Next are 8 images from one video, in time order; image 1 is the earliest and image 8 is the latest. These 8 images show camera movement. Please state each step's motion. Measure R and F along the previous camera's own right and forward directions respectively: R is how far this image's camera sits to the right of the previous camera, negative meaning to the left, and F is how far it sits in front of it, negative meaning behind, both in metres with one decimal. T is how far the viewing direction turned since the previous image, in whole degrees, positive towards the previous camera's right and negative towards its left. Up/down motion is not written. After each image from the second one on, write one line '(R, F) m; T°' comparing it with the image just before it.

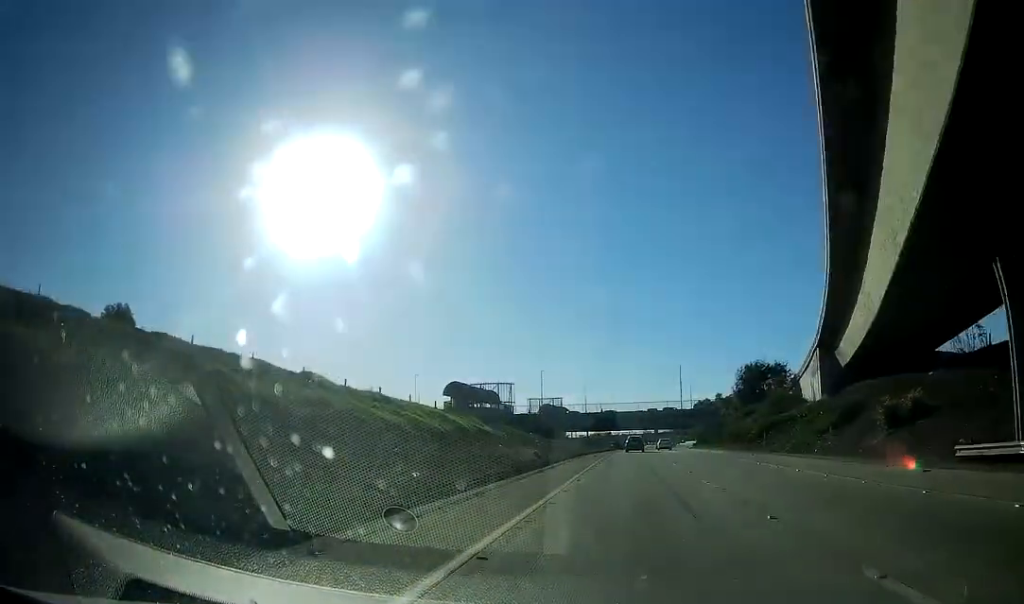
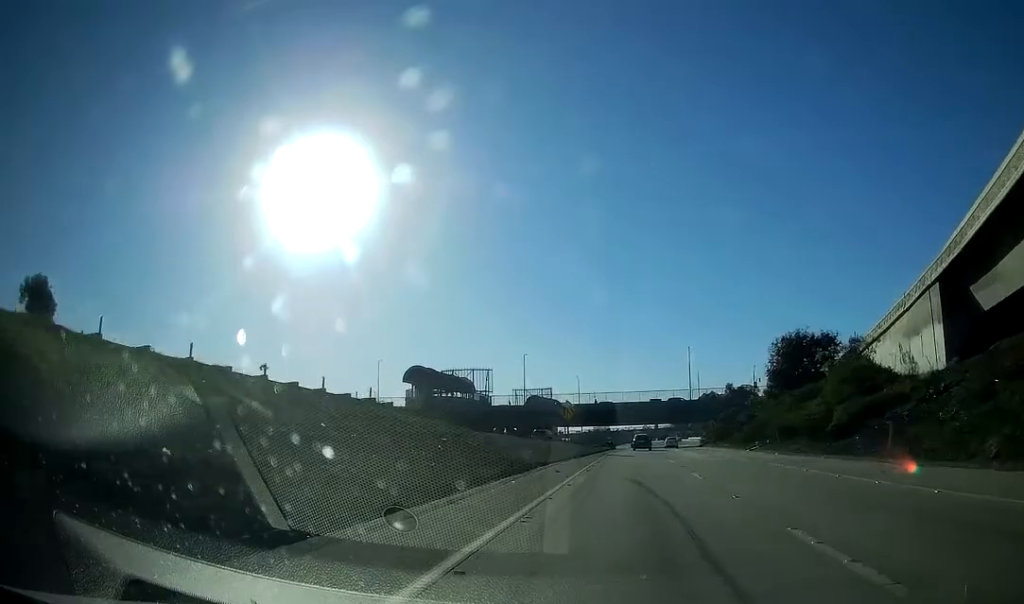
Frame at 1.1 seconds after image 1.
(+0.1, +25.9) m; 0°
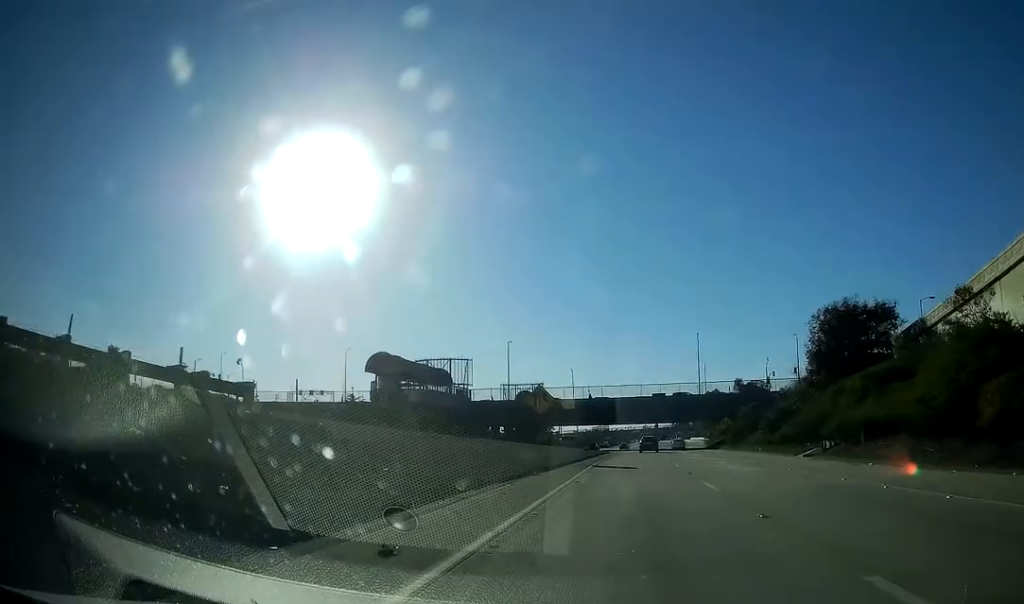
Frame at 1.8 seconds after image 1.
(-0.1, +18.0) m; 0°
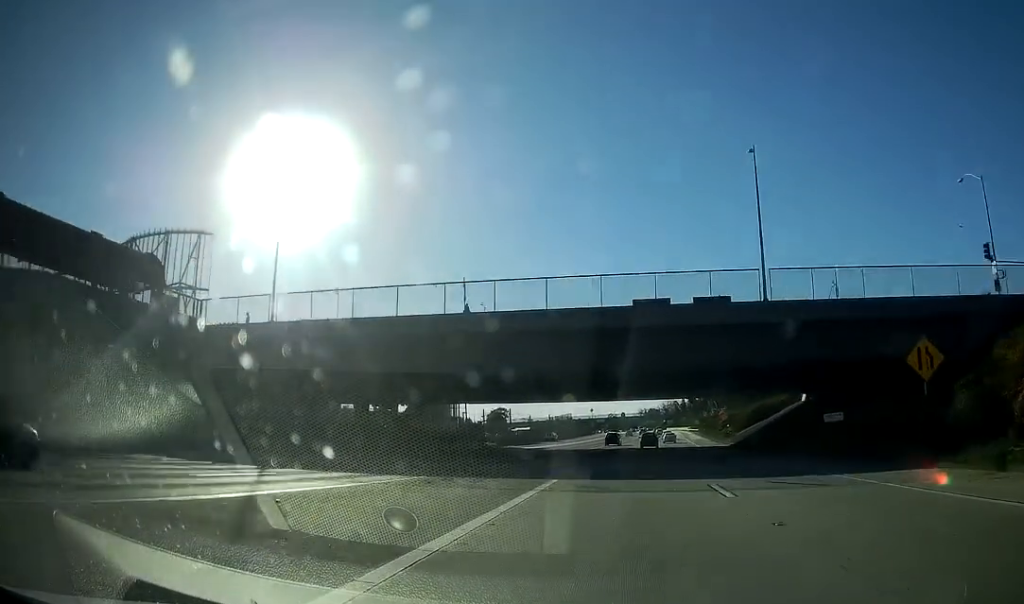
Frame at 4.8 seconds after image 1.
(-1.0, +75.9) m; -1°
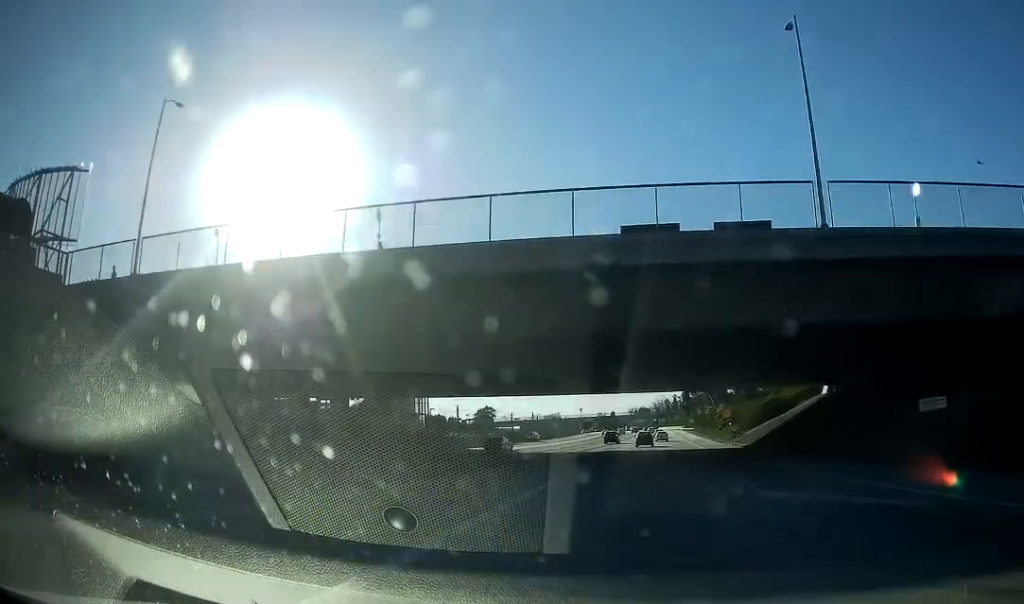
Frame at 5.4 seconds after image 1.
(-0.1, +14.6) m; +1°
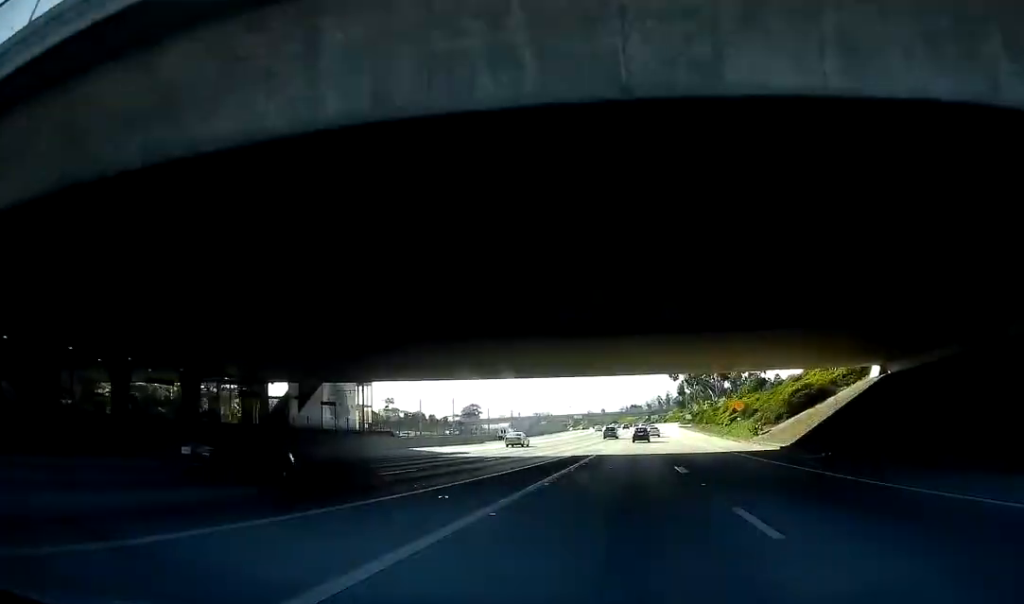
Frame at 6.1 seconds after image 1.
(+0.6, +19.9) m; +1°
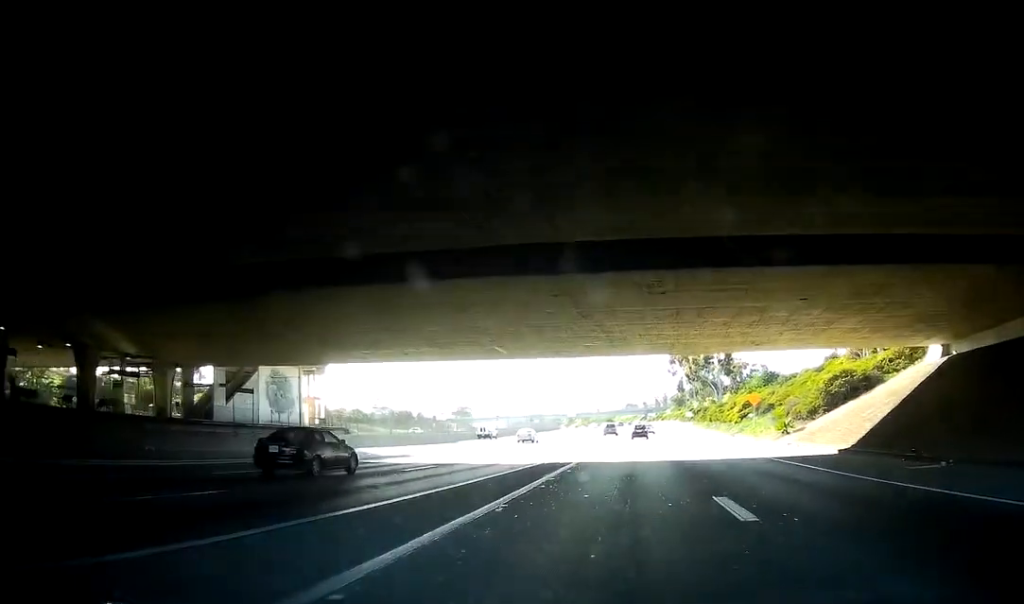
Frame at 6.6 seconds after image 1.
(0.0, +13.2) m; 0°
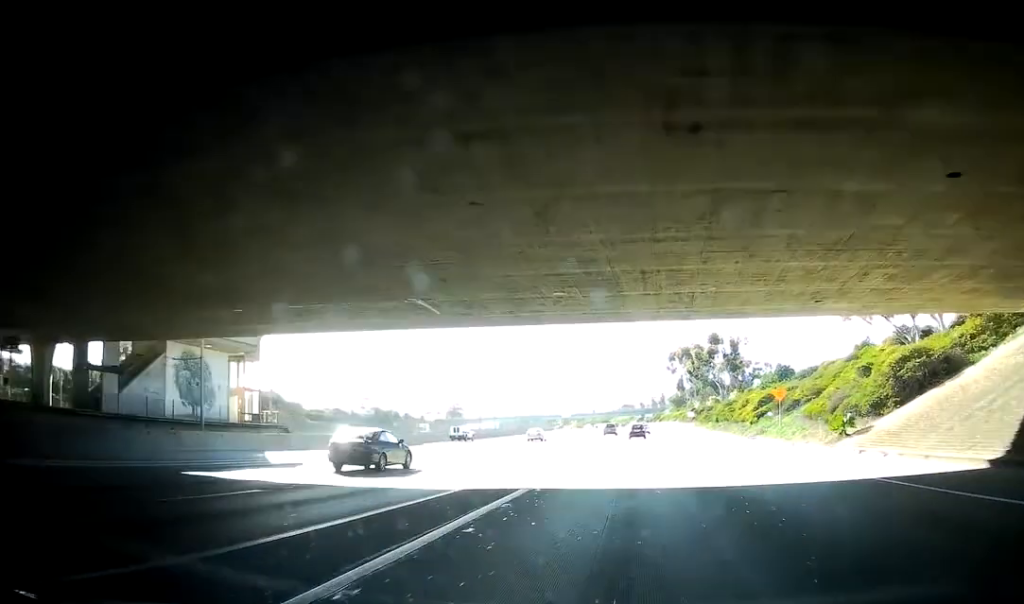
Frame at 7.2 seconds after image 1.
(0.0, +14.9) m; 0°
